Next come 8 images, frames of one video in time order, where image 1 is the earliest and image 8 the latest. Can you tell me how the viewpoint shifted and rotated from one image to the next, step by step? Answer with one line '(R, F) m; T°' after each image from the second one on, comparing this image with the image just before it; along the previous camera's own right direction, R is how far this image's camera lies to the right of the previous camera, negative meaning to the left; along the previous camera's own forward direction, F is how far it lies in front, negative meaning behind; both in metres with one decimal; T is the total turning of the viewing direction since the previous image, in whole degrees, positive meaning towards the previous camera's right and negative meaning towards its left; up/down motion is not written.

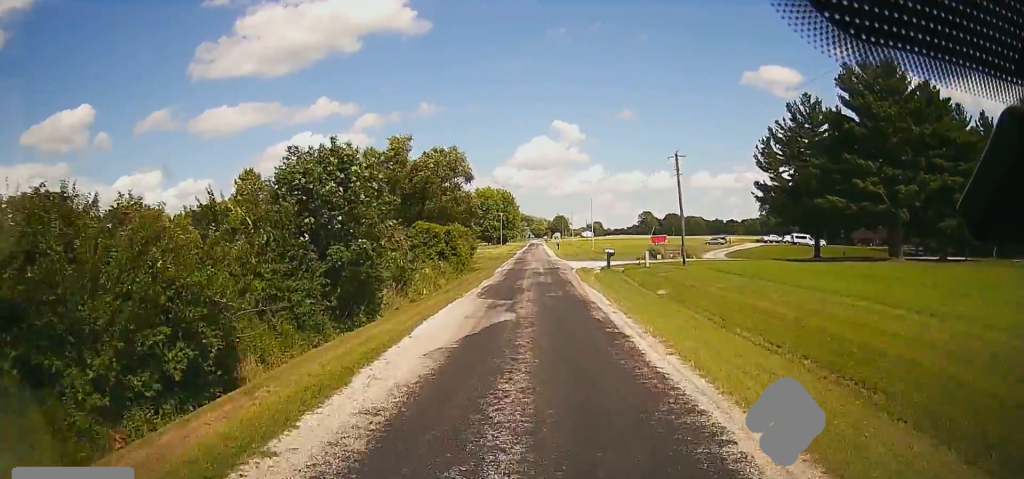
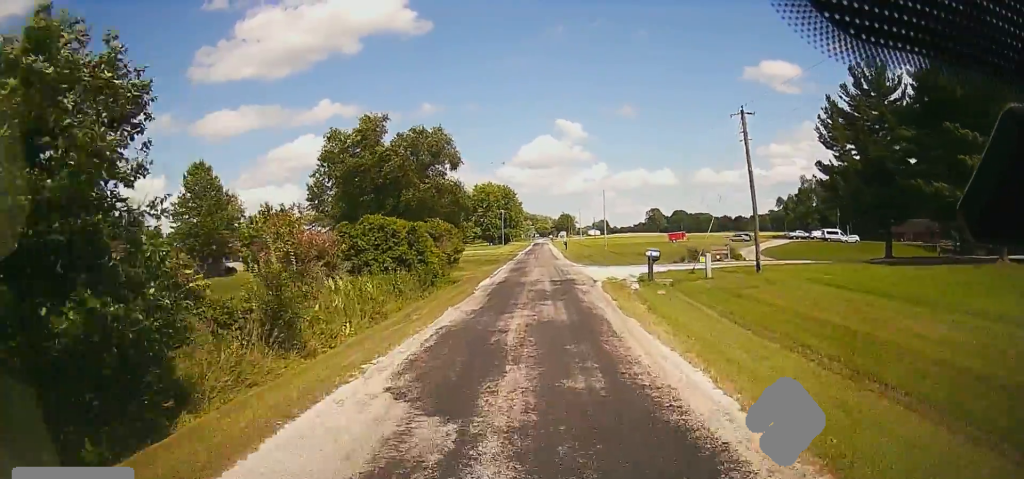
(0.0, +13.8) m; 0°
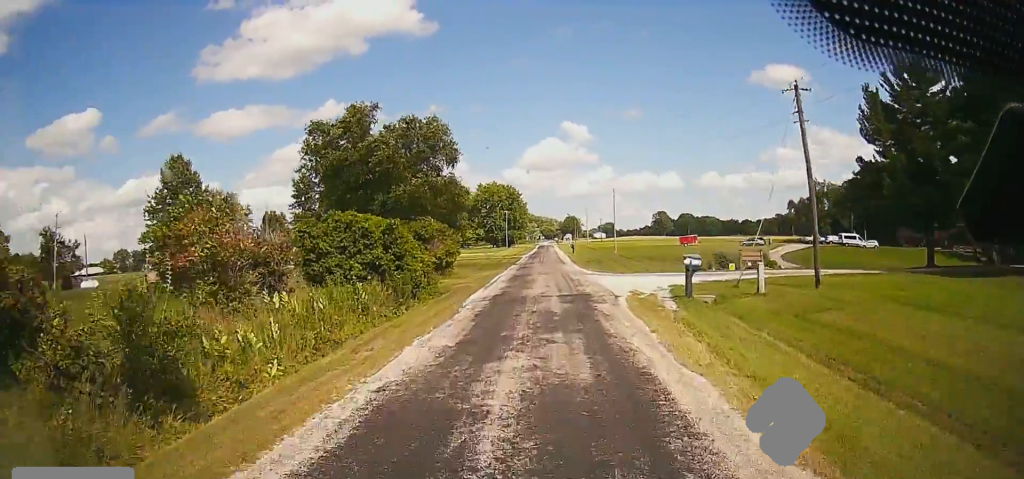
(0.0, +5.9) m; 0°
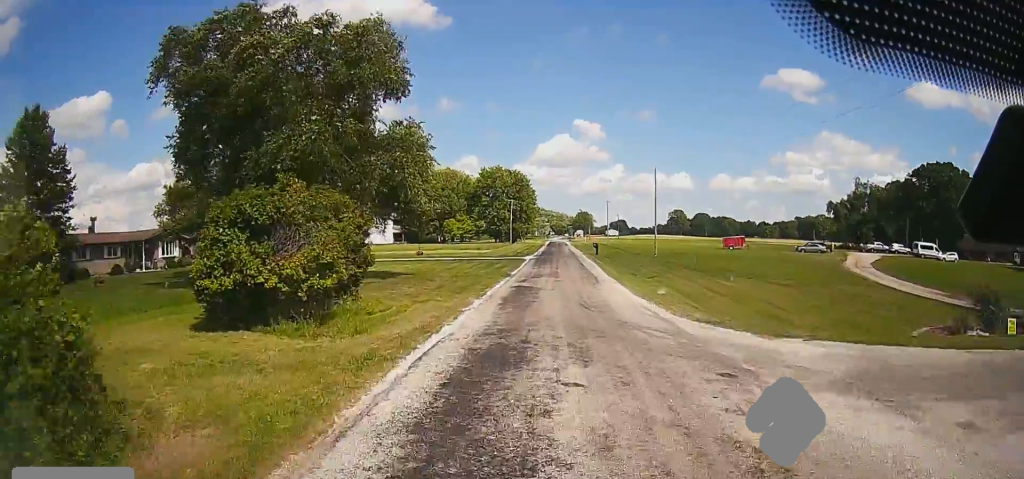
(0.0, +24.6) m; -2°
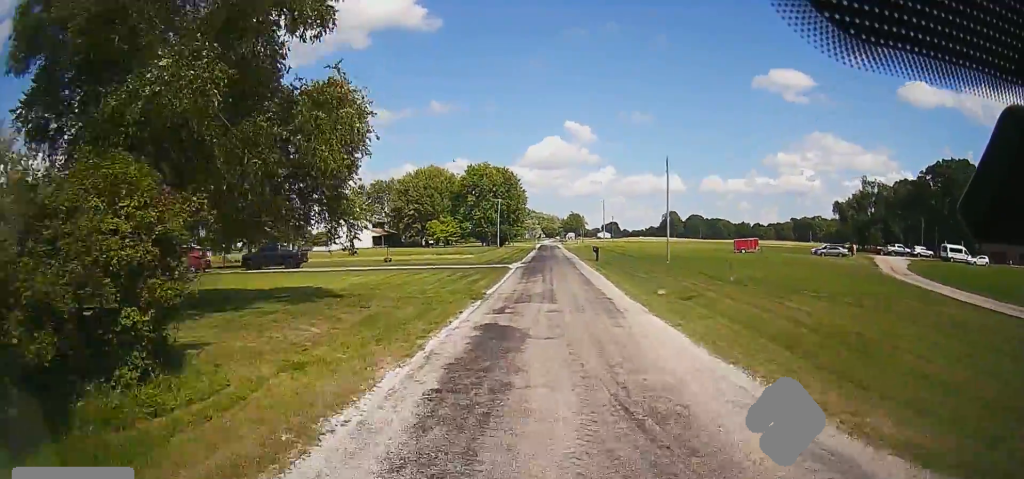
(-0.4, +10.8) m; -1°
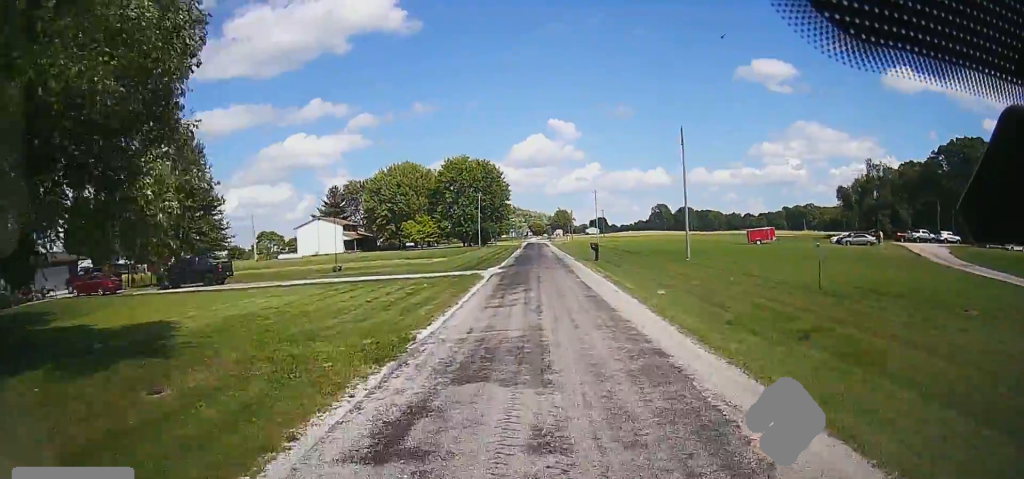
(+0.2, +11.1) m; +2°
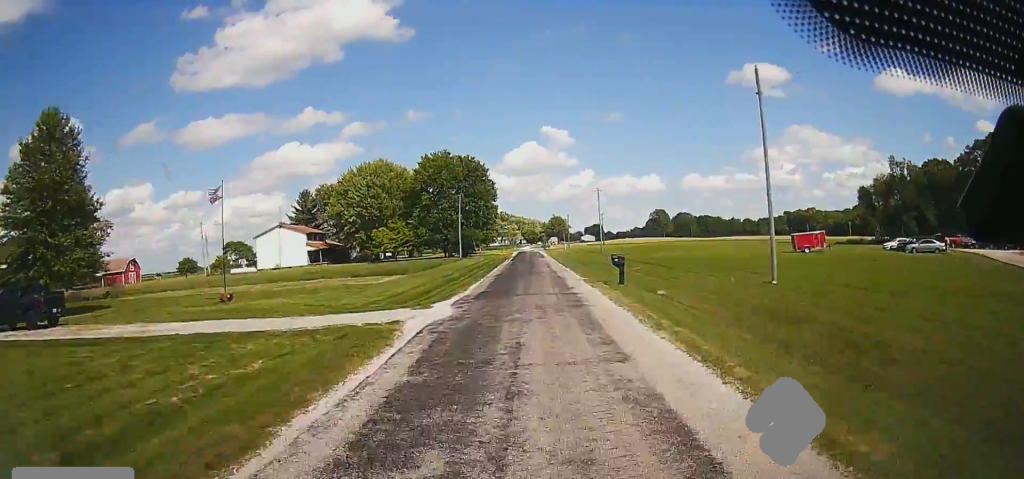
(+0.3, +16.3) m; +1°
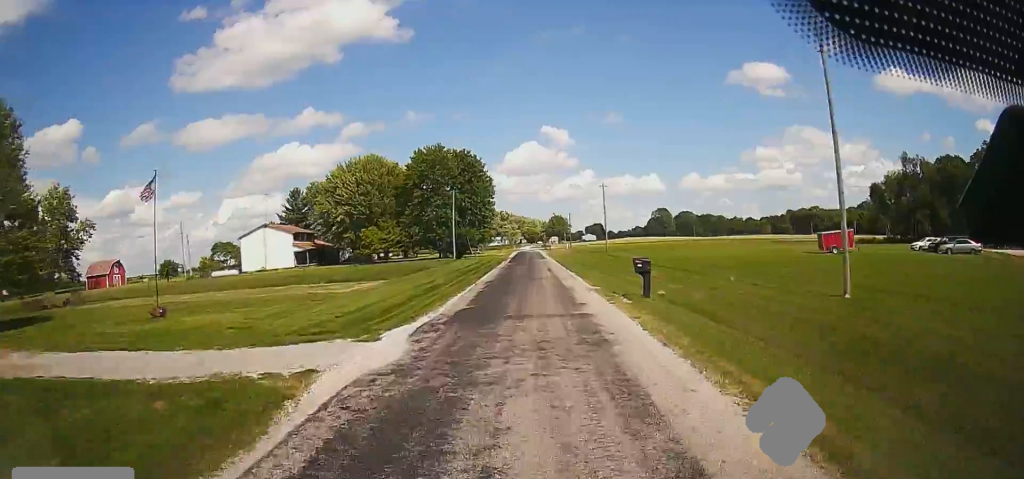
(0.0, +6.3) m; 0°
